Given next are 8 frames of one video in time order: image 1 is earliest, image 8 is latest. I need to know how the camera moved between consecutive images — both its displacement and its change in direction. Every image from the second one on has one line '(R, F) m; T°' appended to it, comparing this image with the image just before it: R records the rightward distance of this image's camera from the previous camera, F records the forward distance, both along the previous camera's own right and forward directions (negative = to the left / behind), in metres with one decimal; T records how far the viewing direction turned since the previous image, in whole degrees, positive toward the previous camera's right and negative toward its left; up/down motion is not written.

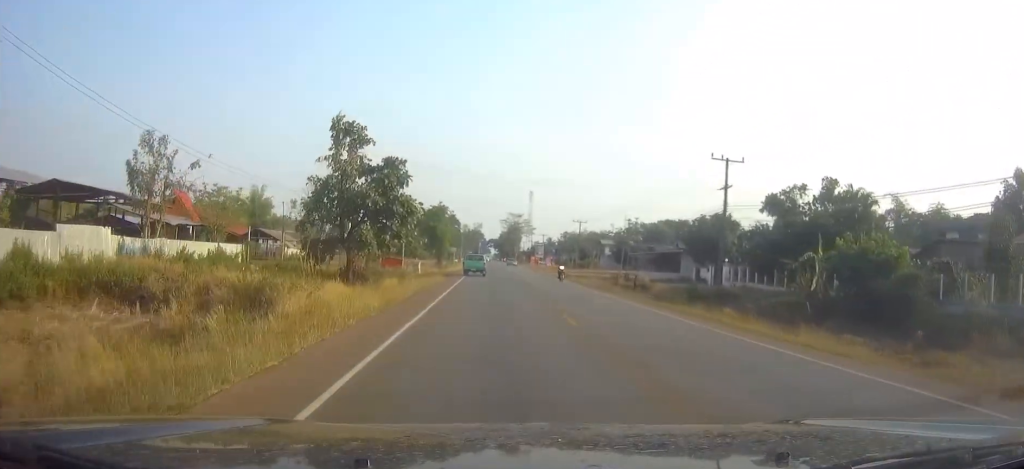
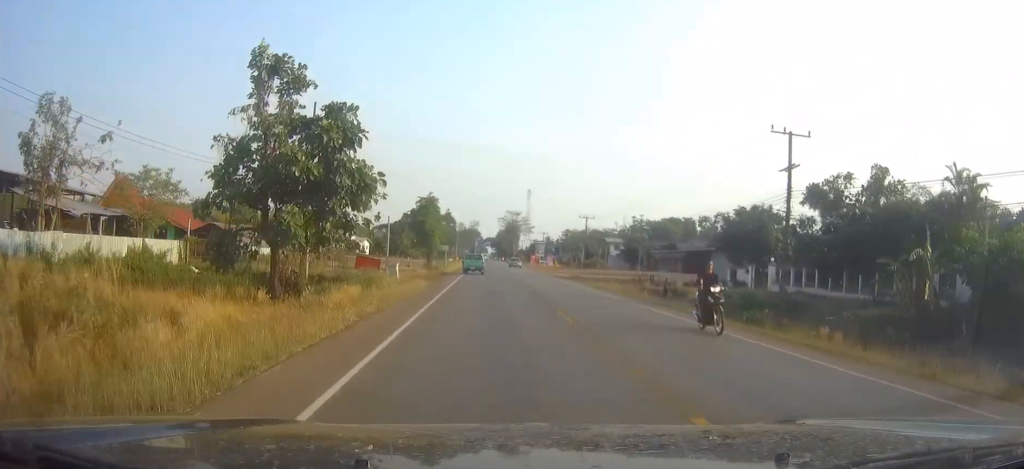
(0.0, +12.0) m; 0°
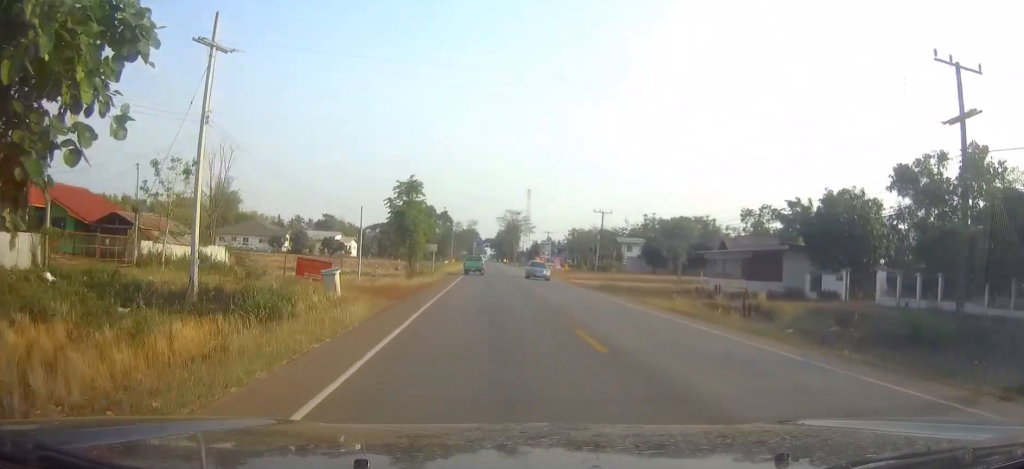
(+0.2, +16.6) m; +1°
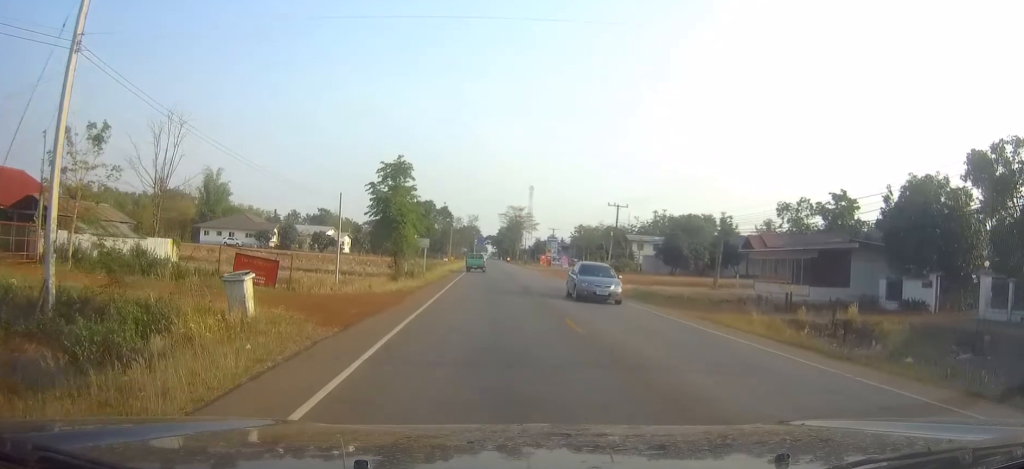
(0.0, +9.9) m; 0°
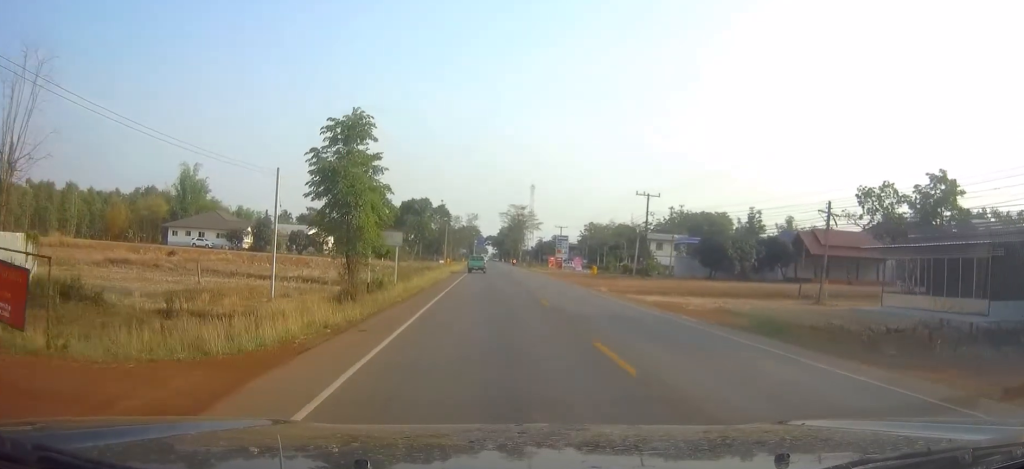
(-0.2, +16.4) m; 0°
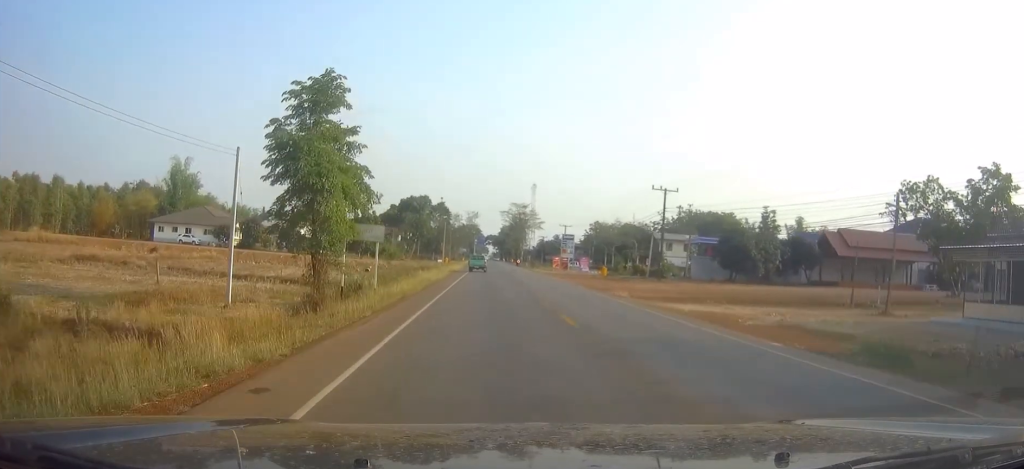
(0.0, +6.4) m; 0°
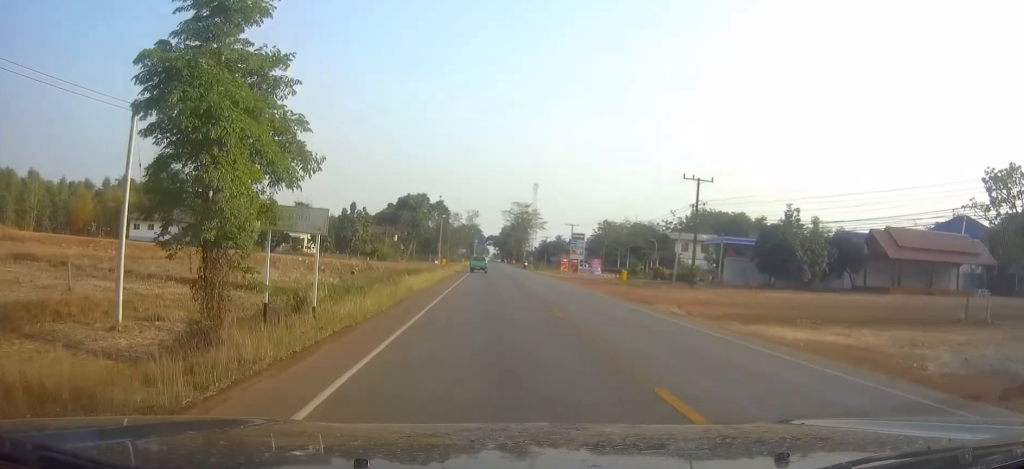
(+0.1, +10.1) m; 0°
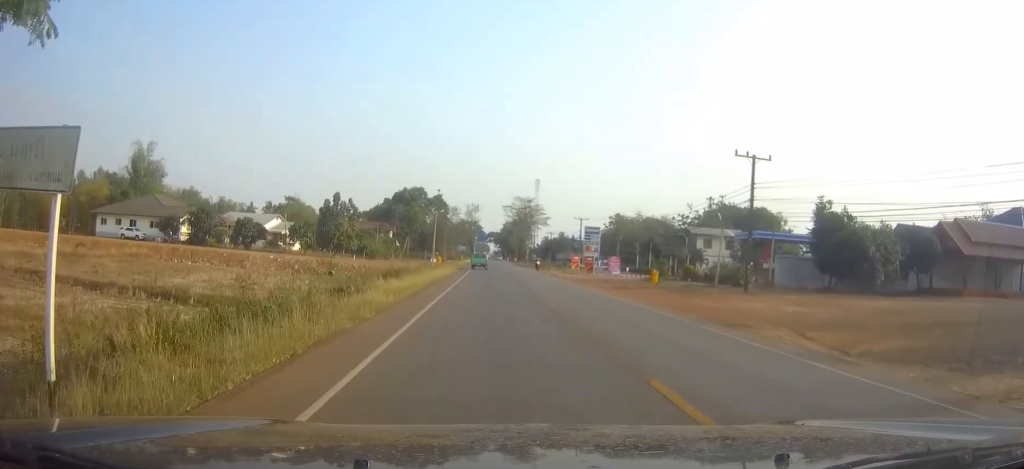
(0.0, +11.5) m; 0°
